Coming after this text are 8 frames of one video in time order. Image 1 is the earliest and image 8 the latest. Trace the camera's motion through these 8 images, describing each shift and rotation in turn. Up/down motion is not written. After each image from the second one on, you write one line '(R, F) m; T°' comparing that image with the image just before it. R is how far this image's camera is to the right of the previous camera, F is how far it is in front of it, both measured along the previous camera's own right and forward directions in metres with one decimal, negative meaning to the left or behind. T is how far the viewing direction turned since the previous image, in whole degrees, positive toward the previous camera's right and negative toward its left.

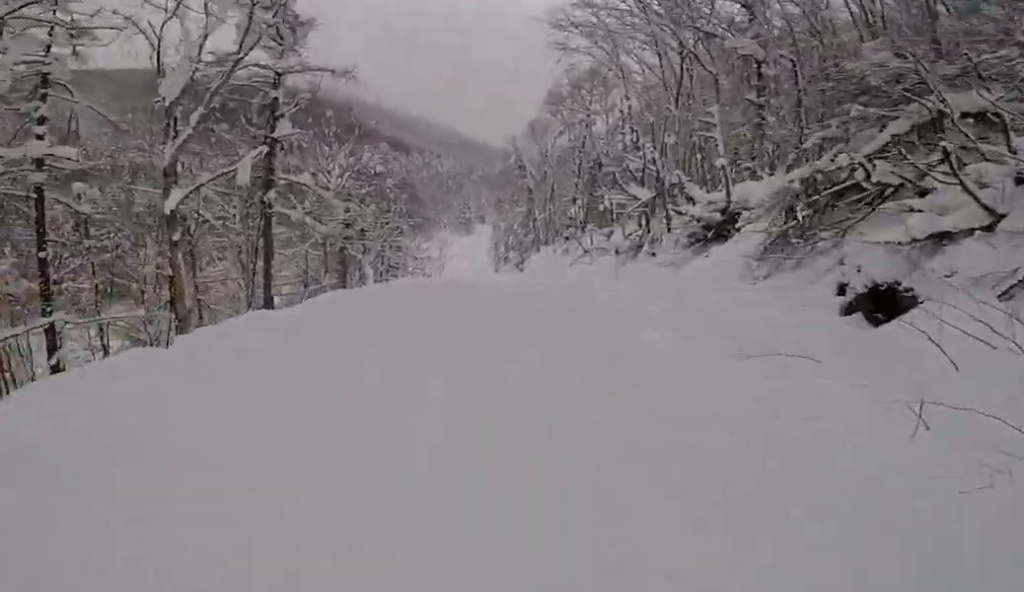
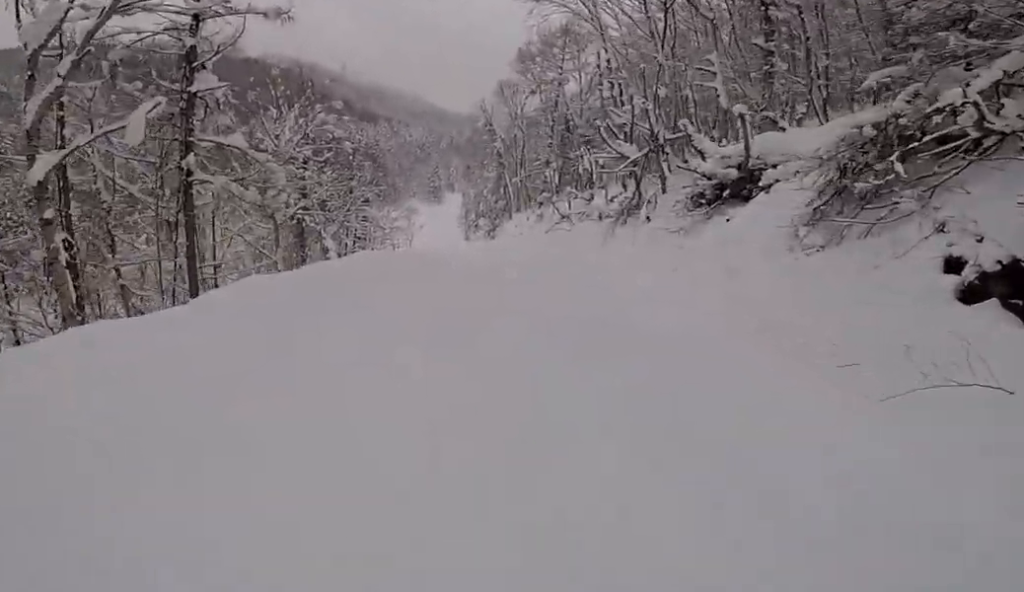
(-0.4, +3.7) m; -4°
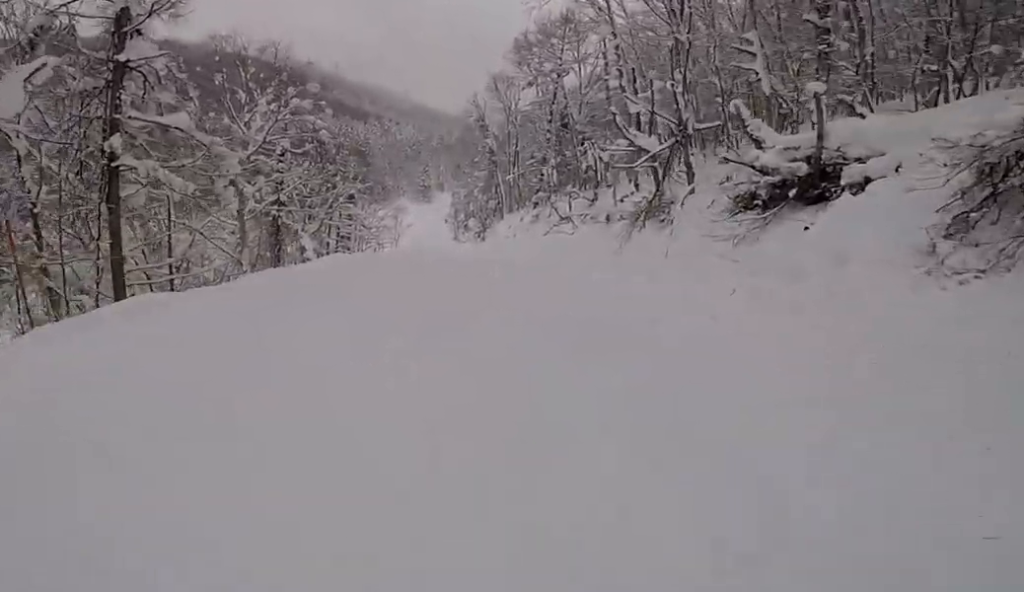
(-0.2, +3.6) m; -4°
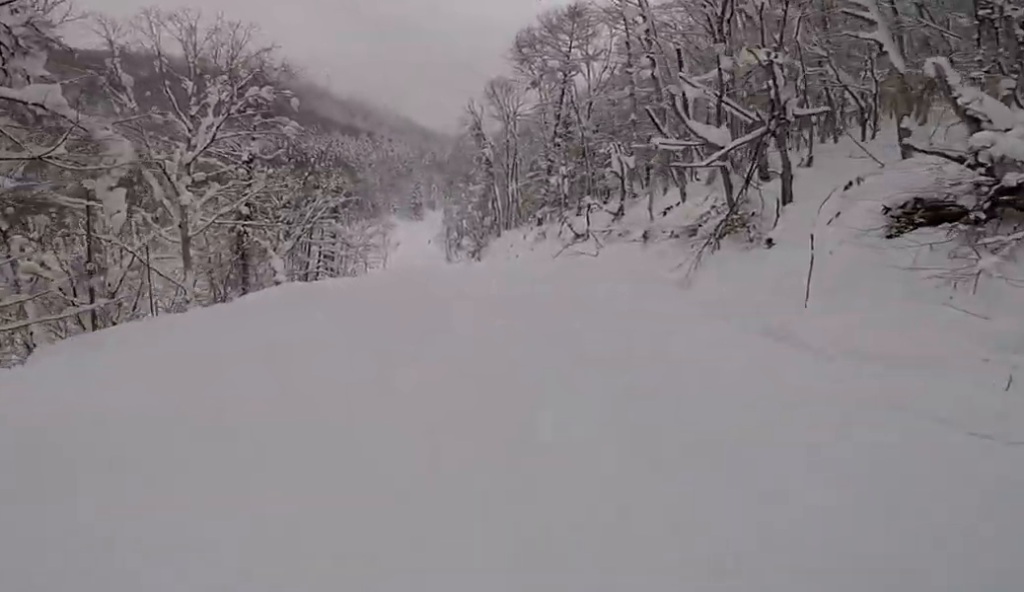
(-0.1, +5.8) m; -1°
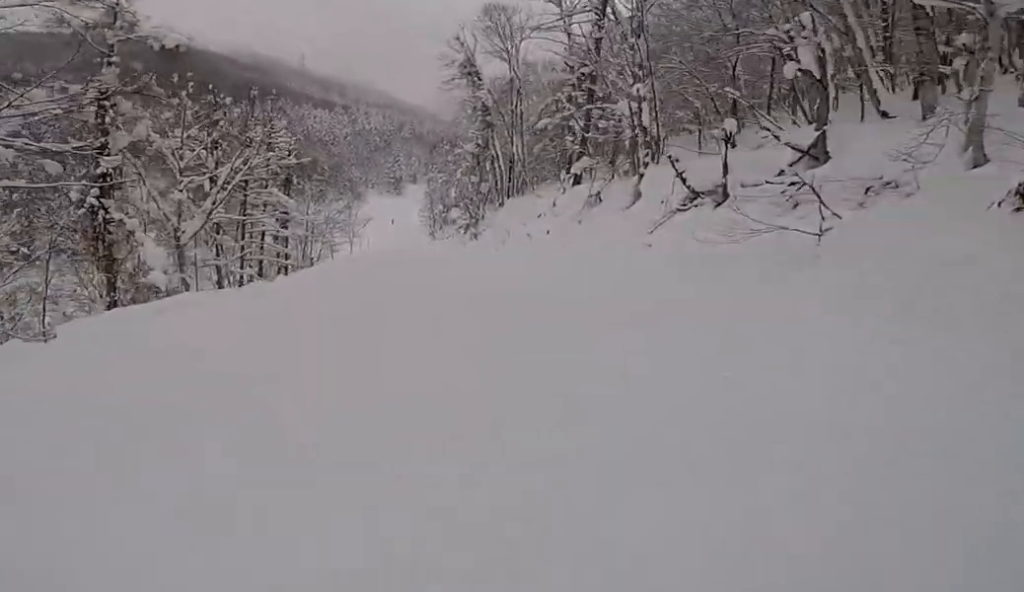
(+0.1, +14.3) m; +6°
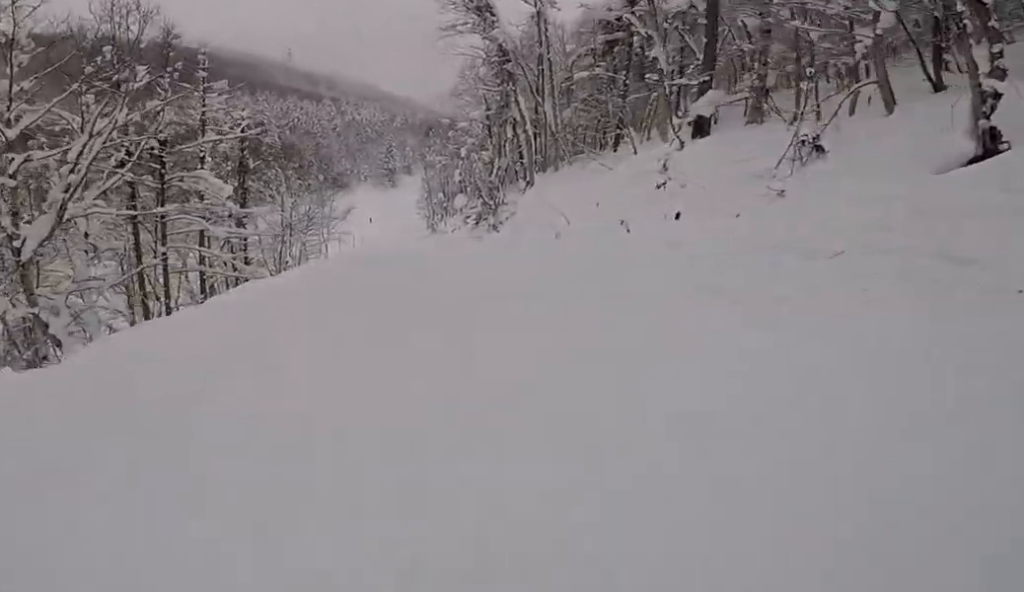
(+0.8, +12.3) m; 0°
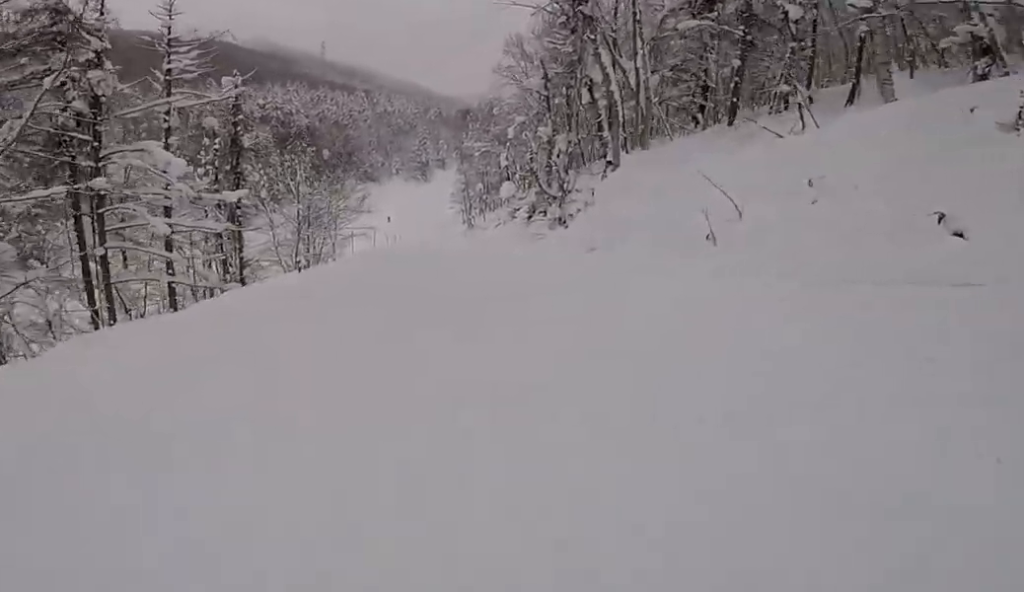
(-0.8, +8.4) m; -6°
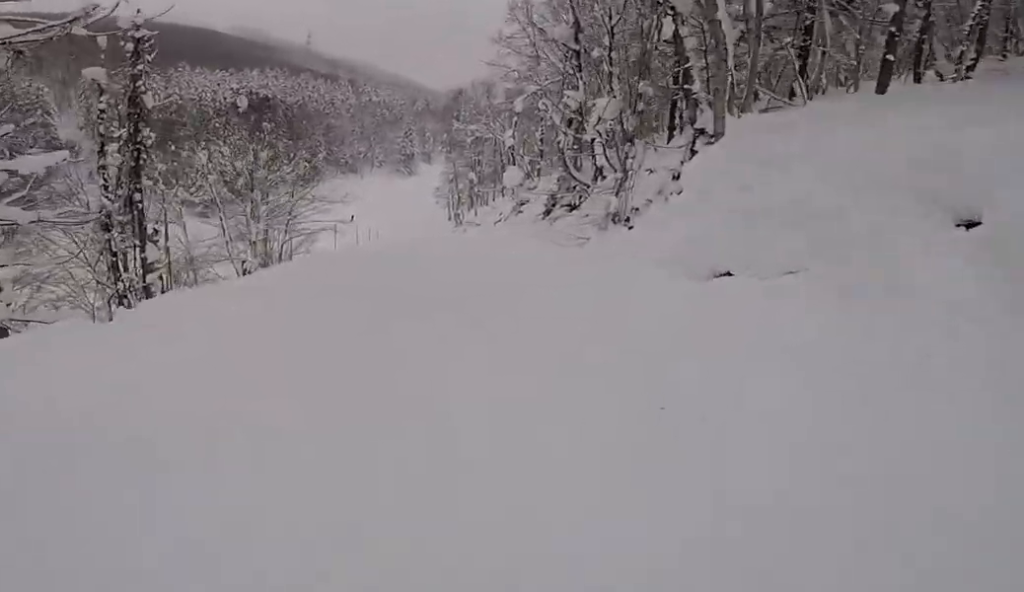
(0.0, +9.3) m; 0°
